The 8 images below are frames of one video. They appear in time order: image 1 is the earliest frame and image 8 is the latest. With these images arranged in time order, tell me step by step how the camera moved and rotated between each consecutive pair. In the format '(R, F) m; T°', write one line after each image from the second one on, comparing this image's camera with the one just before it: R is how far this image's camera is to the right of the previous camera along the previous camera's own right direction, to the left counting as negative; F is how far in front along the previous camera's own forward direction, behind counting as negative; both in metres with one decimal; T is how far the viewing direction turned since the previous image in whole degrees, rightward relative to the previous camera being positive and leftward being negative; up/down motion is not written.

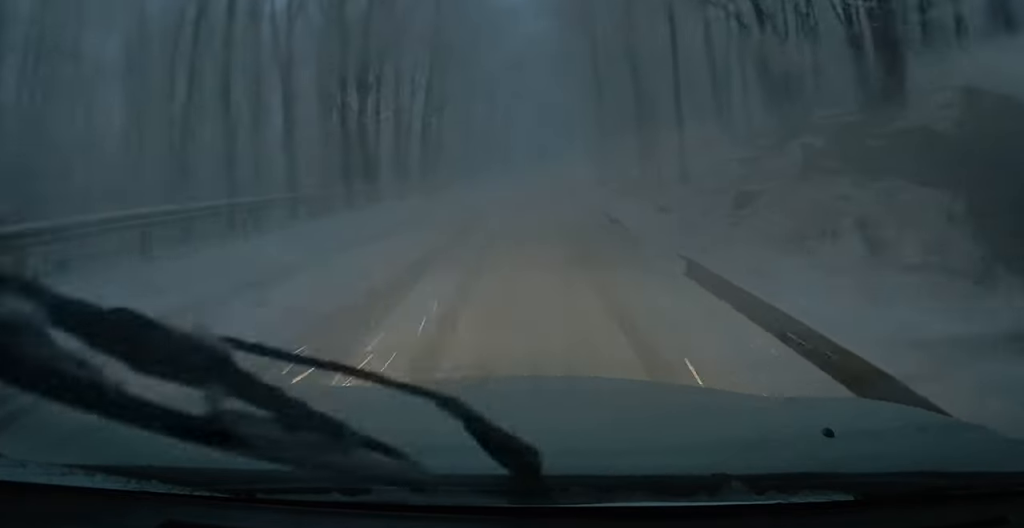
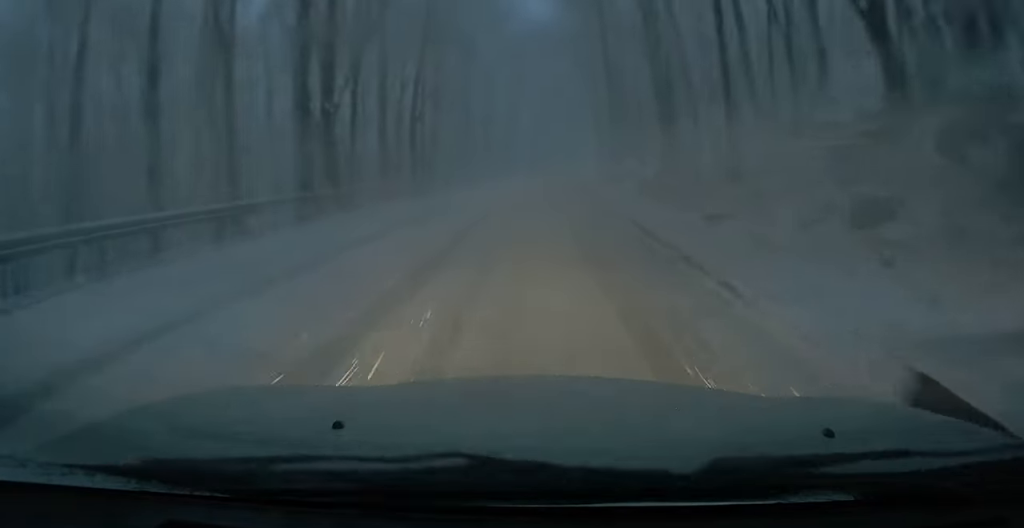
(+0.2, +5.3) m; +1°
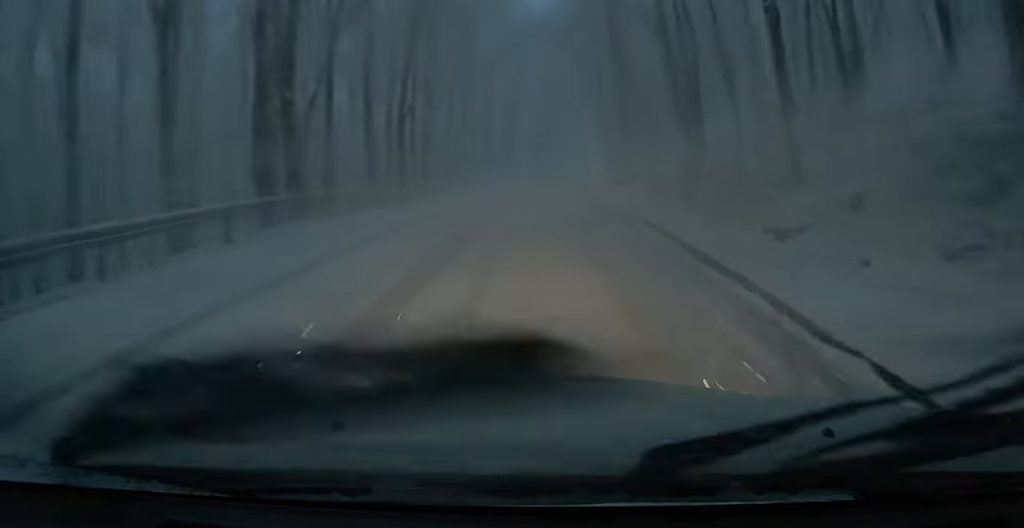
(+0.2, +3.8) m; +1°
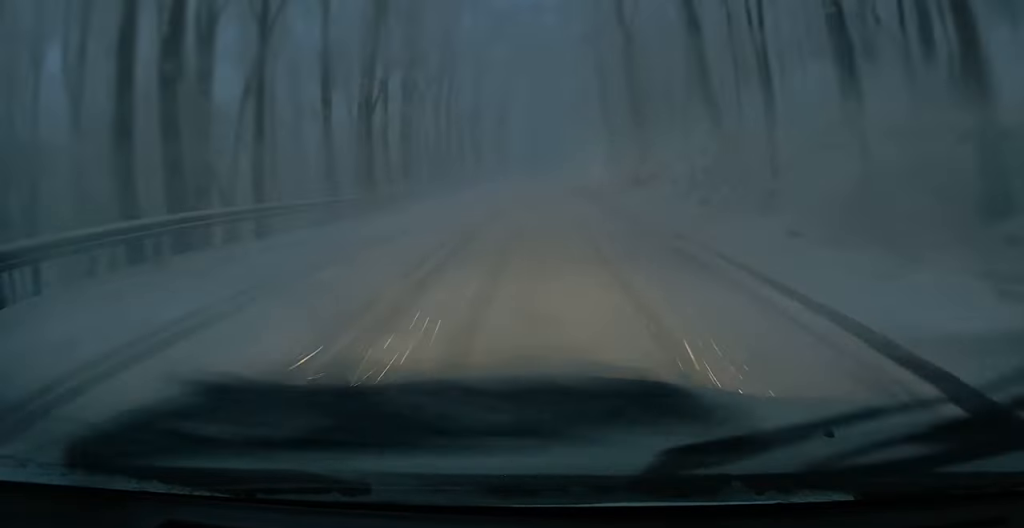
(0.0, +6.4) m; 0°
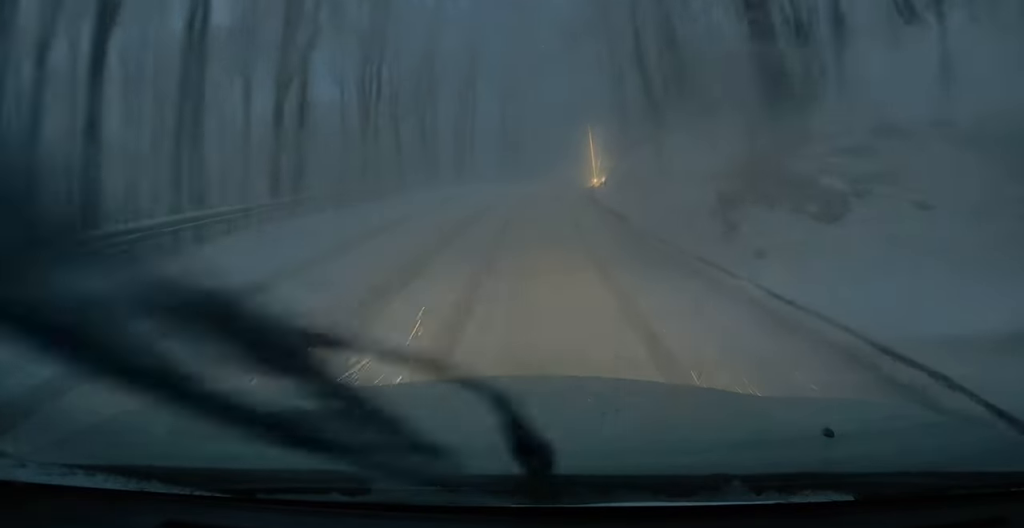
(+1.1, +18.6) m; +5°
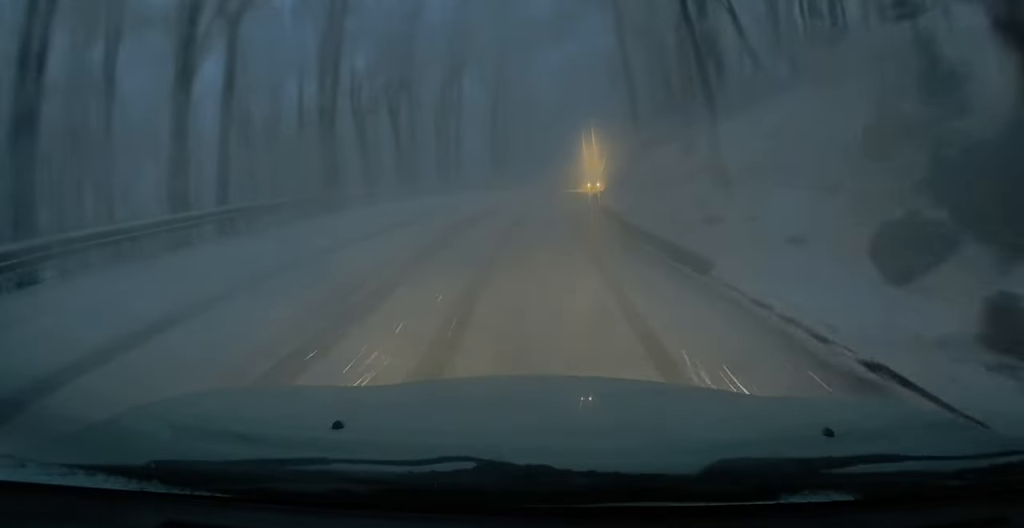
(-0.3, +6.4) m; -3°
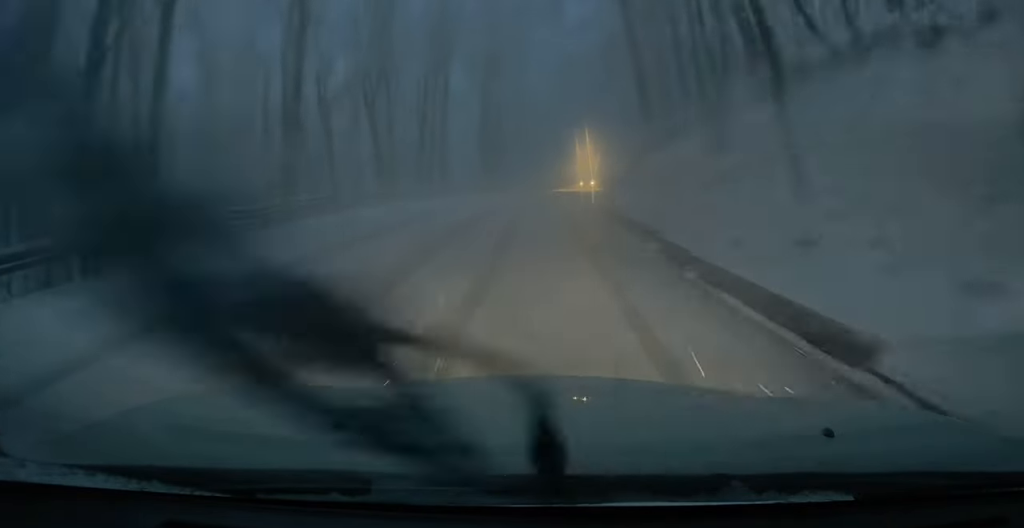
(-0.1, +3.9) m; -1°
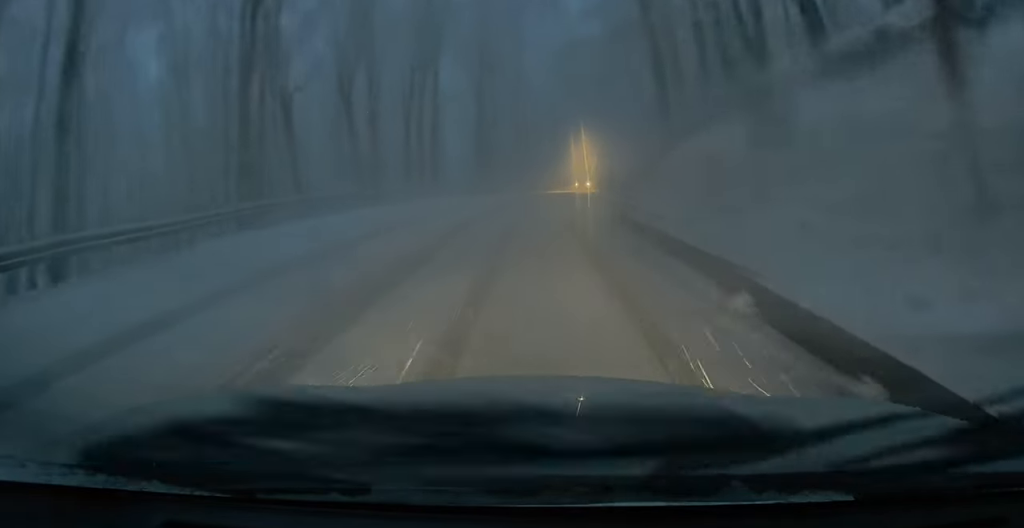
(0.0, +4.3) m; -1°
